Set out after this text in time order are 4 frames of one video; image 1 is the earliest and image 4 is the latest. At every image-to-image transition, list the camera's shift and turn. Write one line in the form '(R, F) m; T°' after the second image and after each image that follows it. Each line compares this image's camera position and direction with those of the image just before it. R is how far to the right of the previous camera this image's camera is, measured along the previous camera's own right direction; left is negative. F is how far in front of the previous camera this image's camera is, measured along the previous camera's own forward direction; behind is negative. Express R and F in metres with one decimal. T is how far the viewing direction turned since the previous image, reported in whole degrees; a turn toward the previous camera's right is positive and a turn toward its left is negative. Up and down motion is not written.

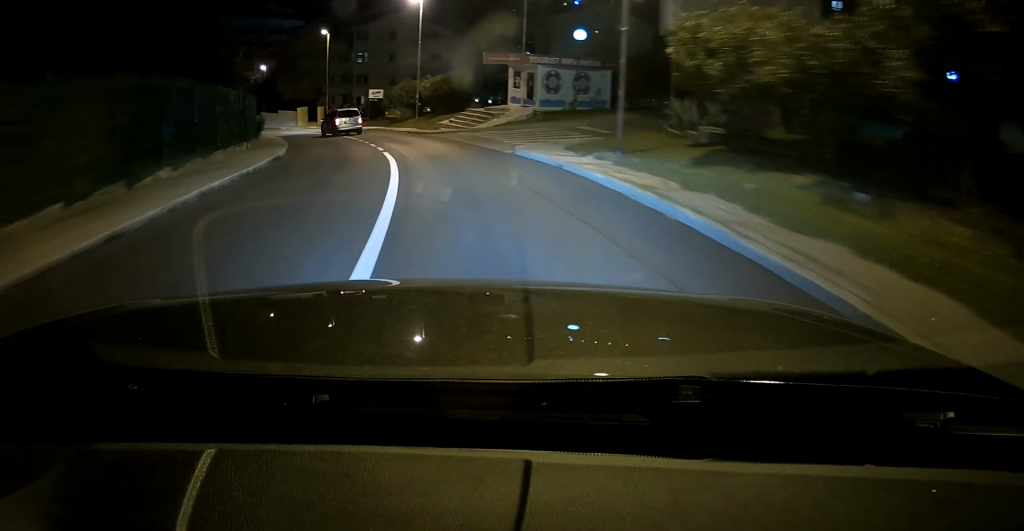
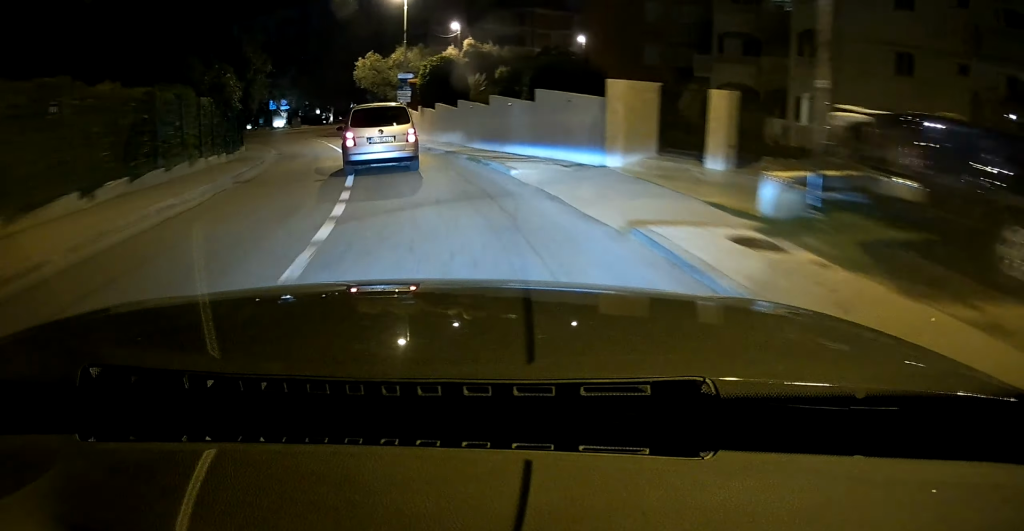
(-13.4, +51.5) m; -30°
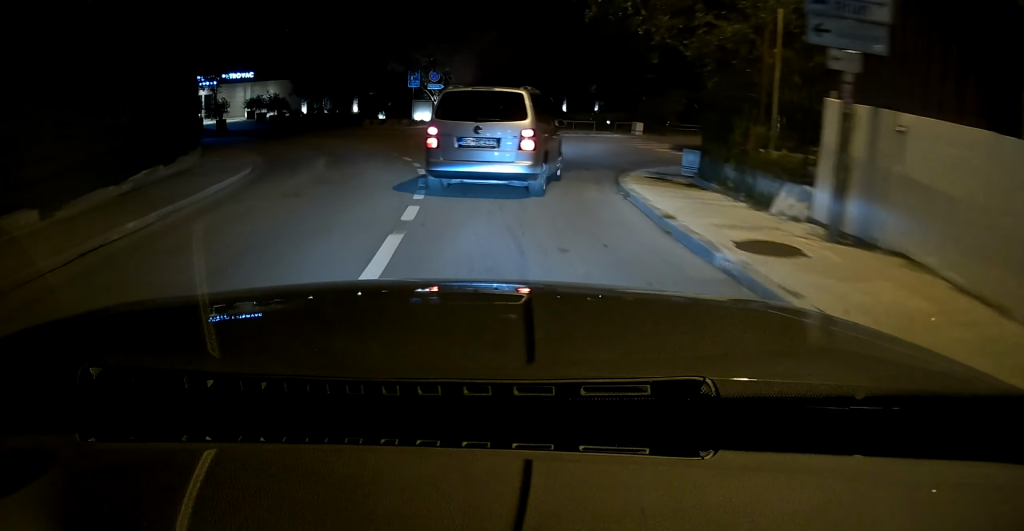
(-4.6, +31.1) m; -17°
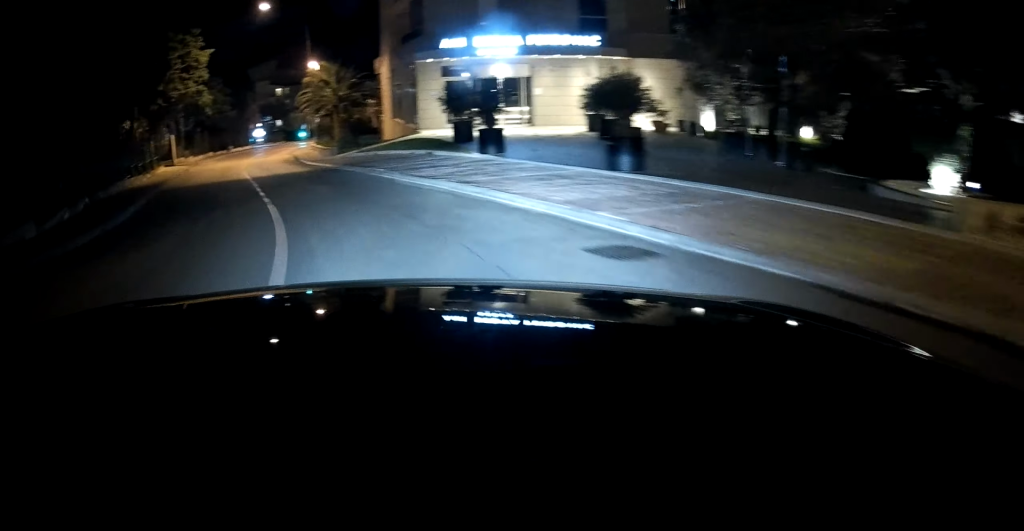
(-11.0, +29.5) m; -43°
